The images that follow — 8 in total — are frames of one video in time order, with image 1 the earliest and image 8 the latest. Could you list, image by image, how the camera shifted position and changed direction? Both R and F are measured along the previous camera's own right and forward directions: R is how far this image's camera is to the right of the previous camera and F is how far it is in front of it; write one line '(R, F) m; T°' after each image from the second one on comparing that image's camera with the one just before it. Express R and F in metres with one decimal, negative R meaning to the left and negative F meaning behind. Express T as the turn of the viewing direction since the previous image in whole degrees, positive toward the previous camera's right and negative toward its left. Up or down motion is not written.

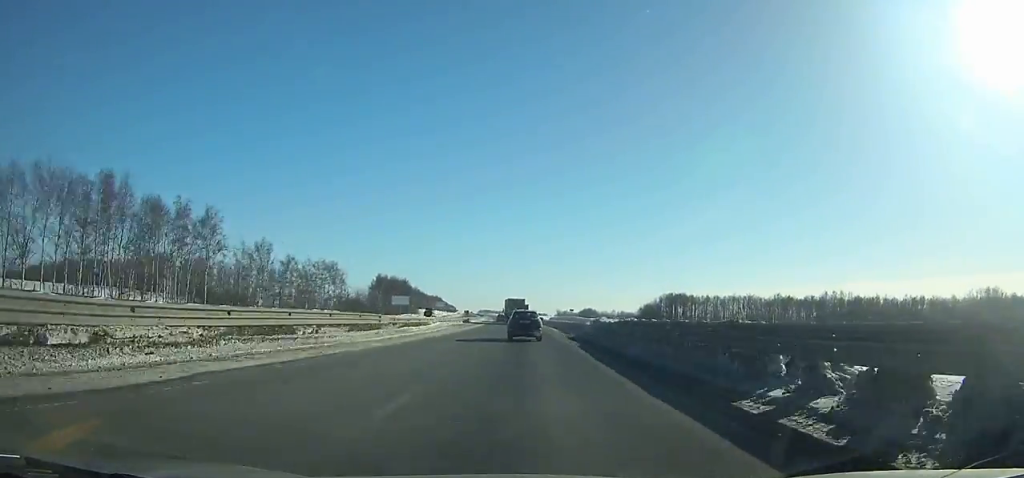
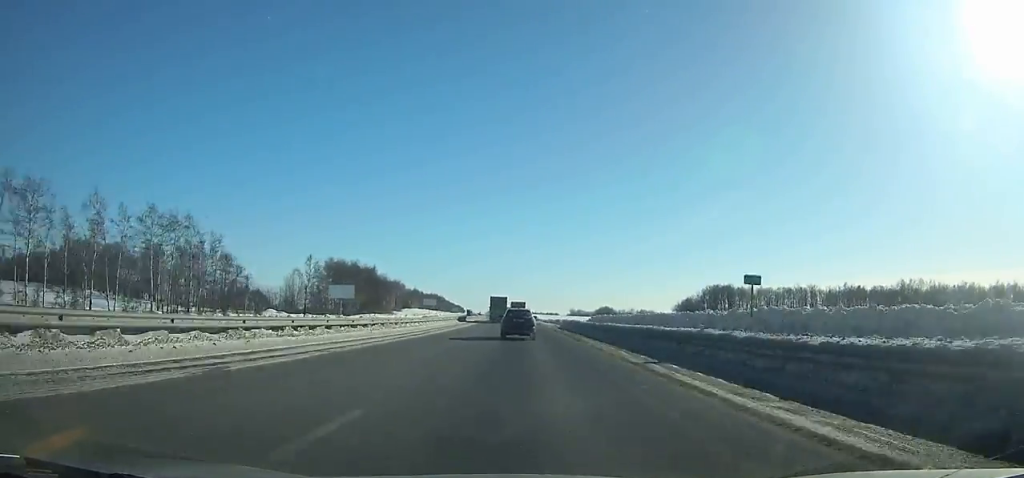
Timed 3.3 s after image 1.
(-0.8, +74.7) m; -1°
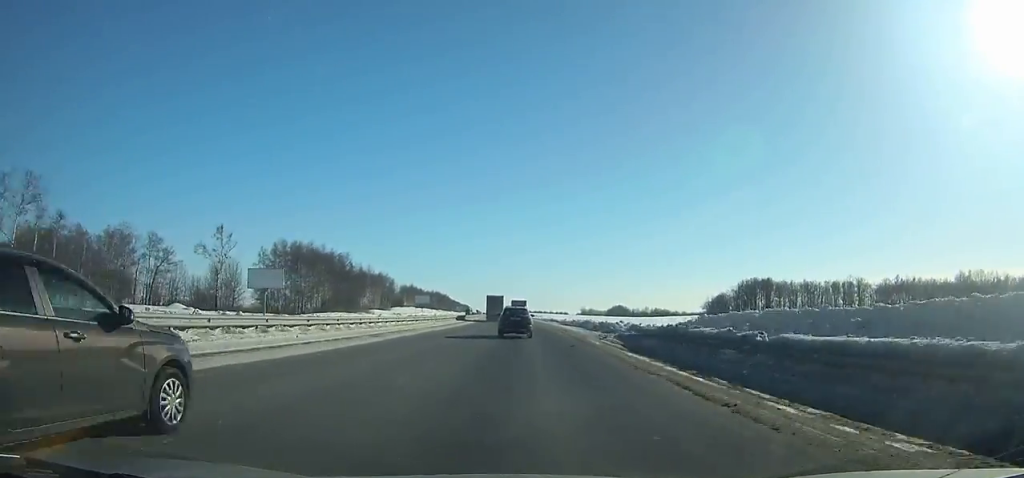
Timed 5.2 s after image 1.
(-0.3, +43.0) m; -1°
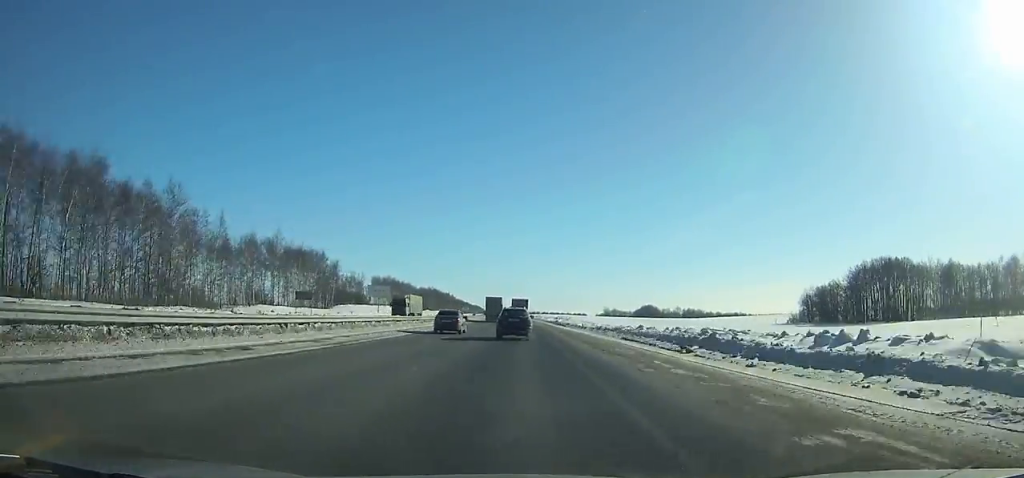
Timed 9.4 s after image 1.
(-1.3, +95.4) m; -2°
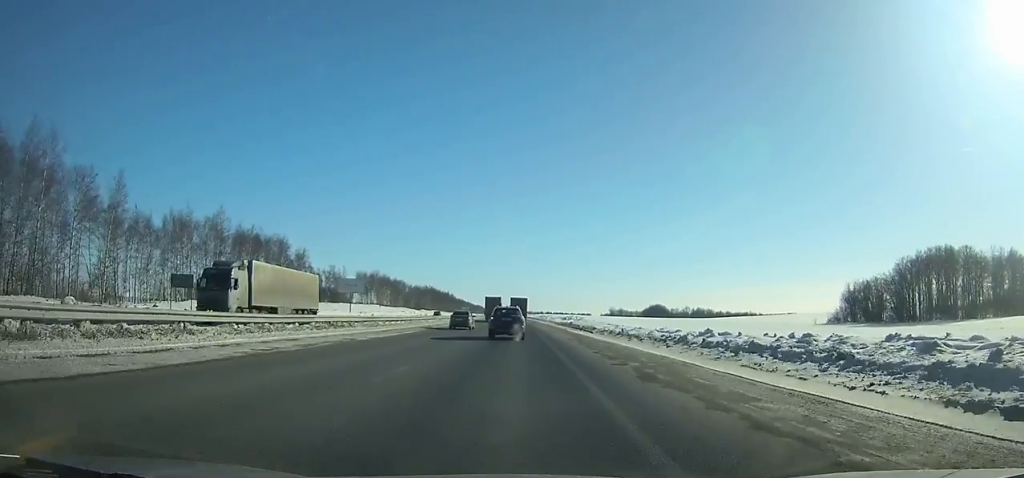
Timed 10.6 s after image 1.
(-0.1, +27.6) m; 0°
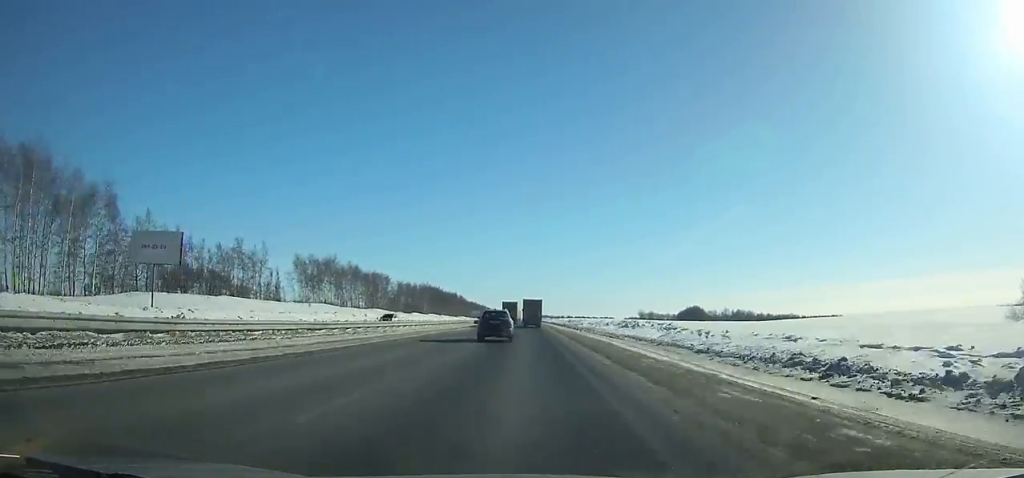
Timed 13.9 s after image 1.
(-0.9, +77.0) m; -1°
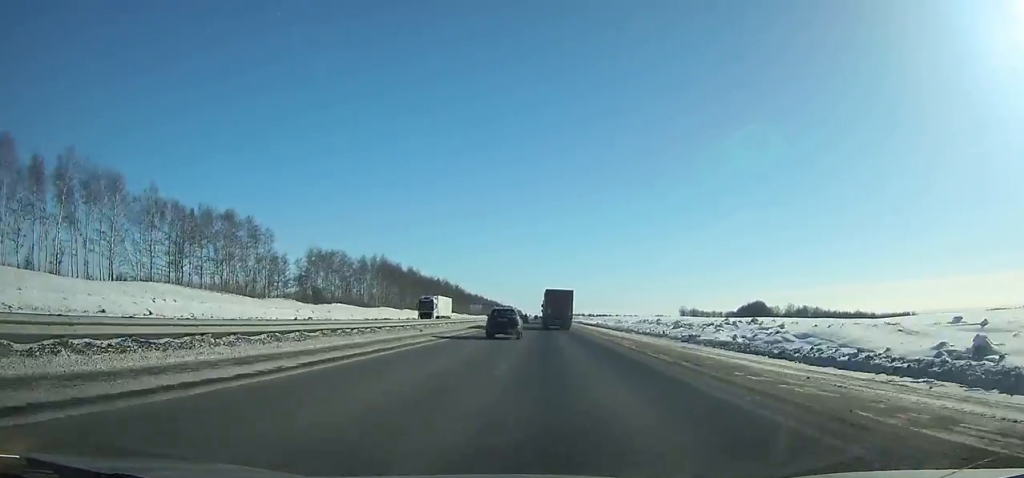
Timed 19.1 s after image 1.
(-1.9, +126.3) m; -1°
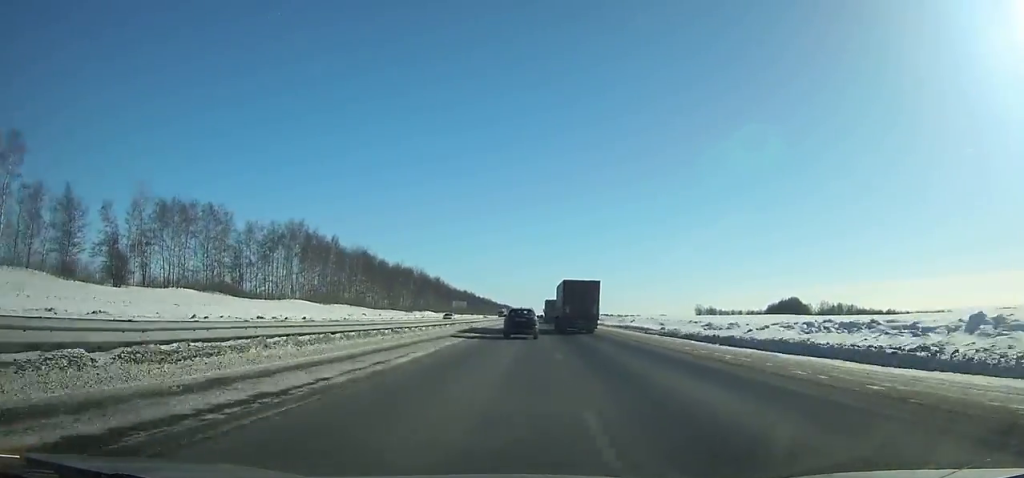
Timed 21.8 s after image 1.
(-0.4, +67.8) m; 0°
